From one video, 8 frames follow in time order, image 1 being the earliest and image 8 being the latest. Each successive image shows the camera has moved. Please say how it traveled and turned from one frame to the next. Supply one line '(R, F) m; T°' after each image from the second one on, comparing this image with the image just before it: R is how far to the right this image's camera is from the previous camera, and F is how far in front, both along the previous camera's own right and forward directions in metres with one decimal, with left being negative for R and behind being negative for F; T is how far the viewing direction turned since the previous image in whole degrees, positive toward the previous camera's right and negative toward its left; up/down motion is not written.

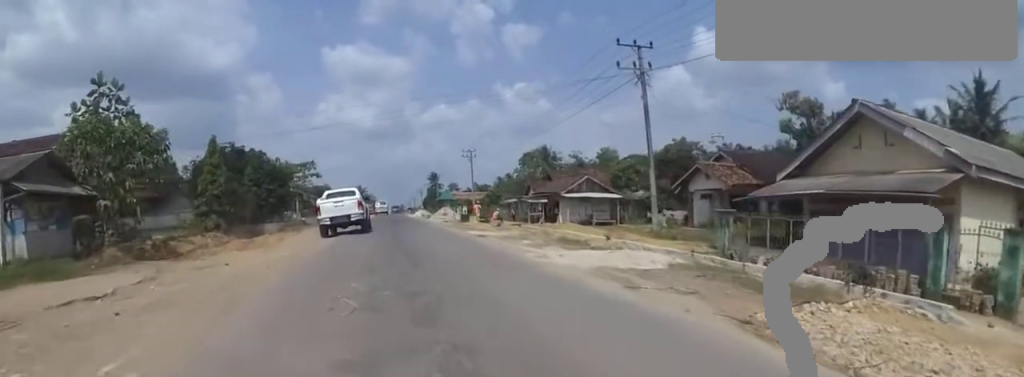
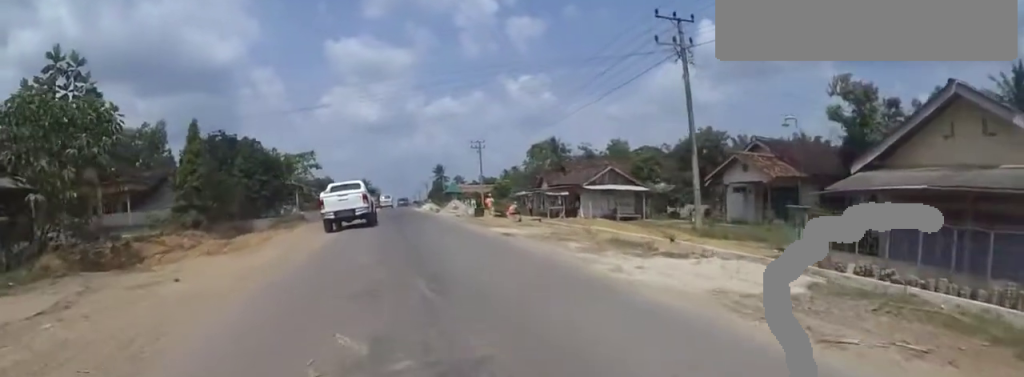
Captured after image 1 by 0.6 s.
(0.0, +3.0) m; 0°
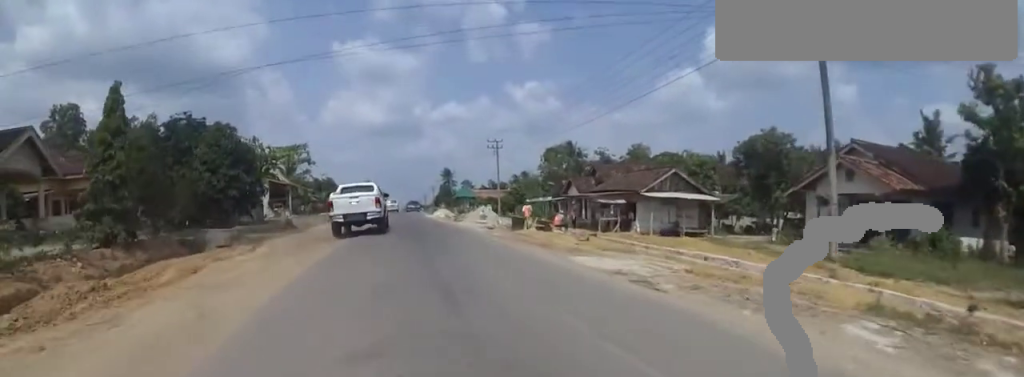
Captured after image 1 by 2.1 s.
(0.0, +6.1) m; 0°
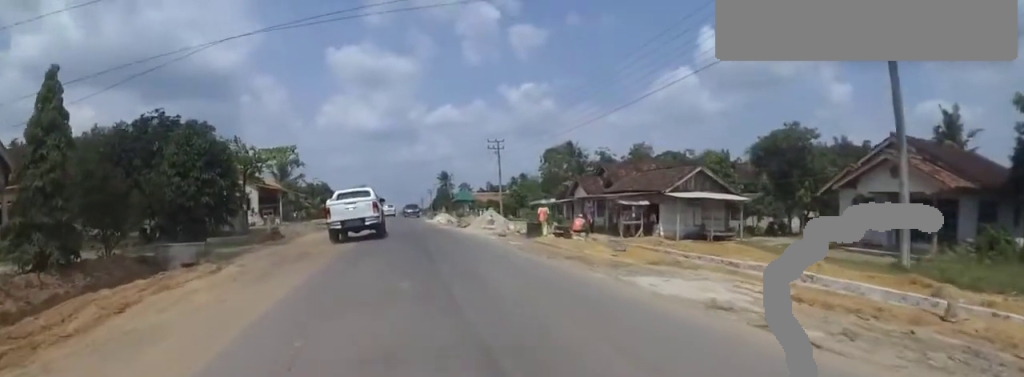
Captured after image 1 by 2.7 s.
(0.0, +2.4) m; 0°
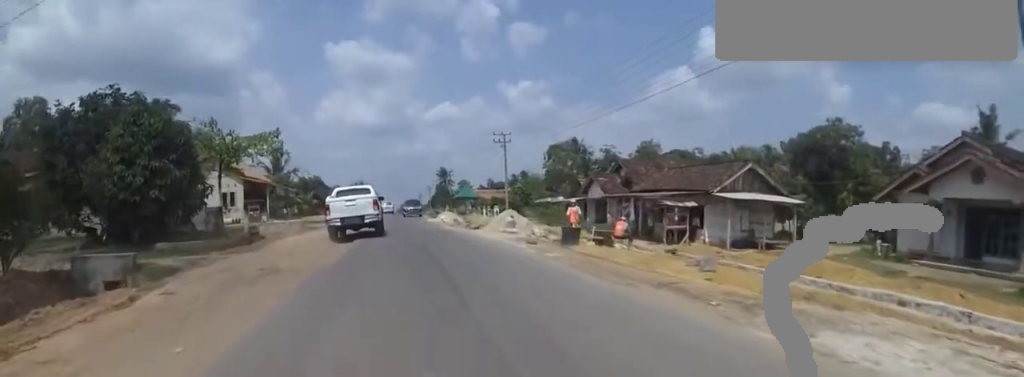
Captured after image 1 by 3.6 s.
(0.0, +3.7) m; 0°
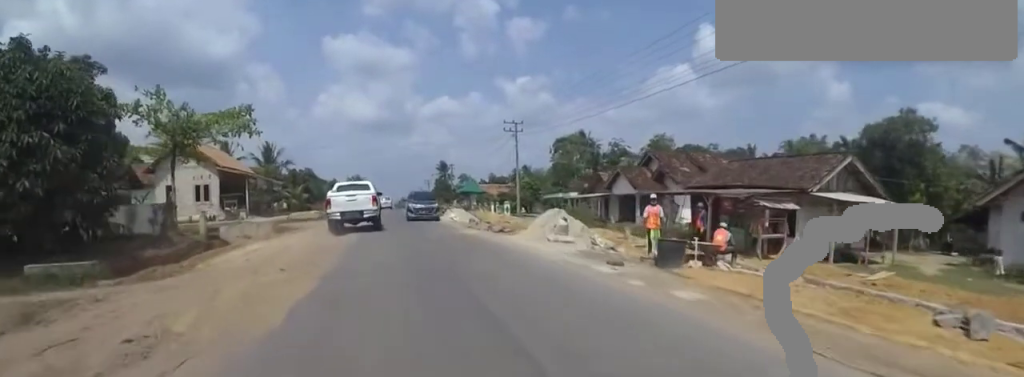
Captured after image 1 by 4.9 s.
(0.0, +5.3) m; 0°
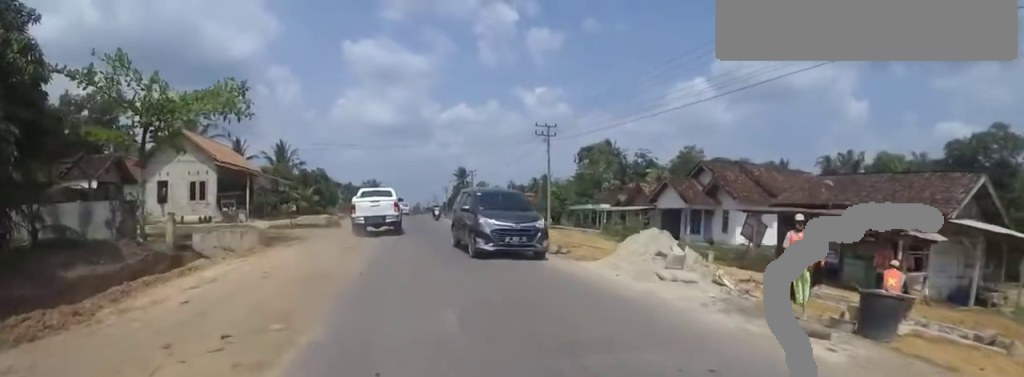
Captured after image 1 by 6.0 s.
(0.0, +4.3) m; 0°
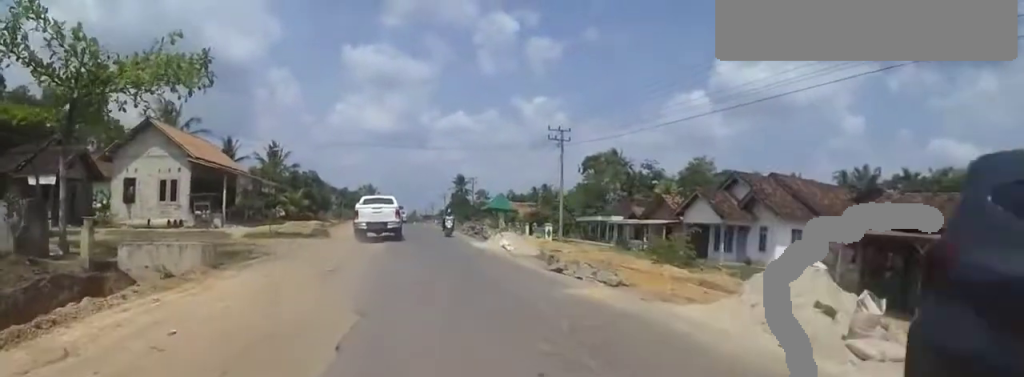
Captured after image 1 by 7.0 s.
(0.0, +3.8) m; 0°
